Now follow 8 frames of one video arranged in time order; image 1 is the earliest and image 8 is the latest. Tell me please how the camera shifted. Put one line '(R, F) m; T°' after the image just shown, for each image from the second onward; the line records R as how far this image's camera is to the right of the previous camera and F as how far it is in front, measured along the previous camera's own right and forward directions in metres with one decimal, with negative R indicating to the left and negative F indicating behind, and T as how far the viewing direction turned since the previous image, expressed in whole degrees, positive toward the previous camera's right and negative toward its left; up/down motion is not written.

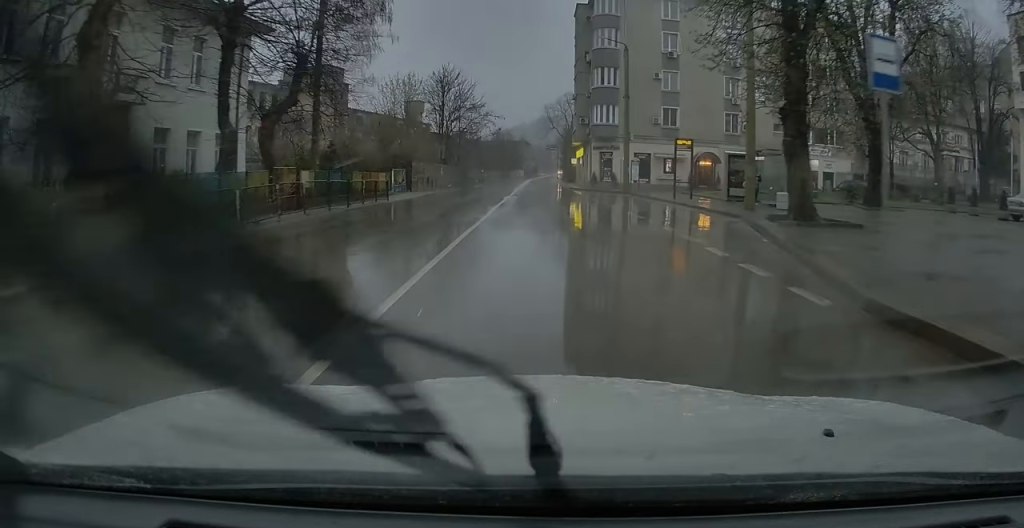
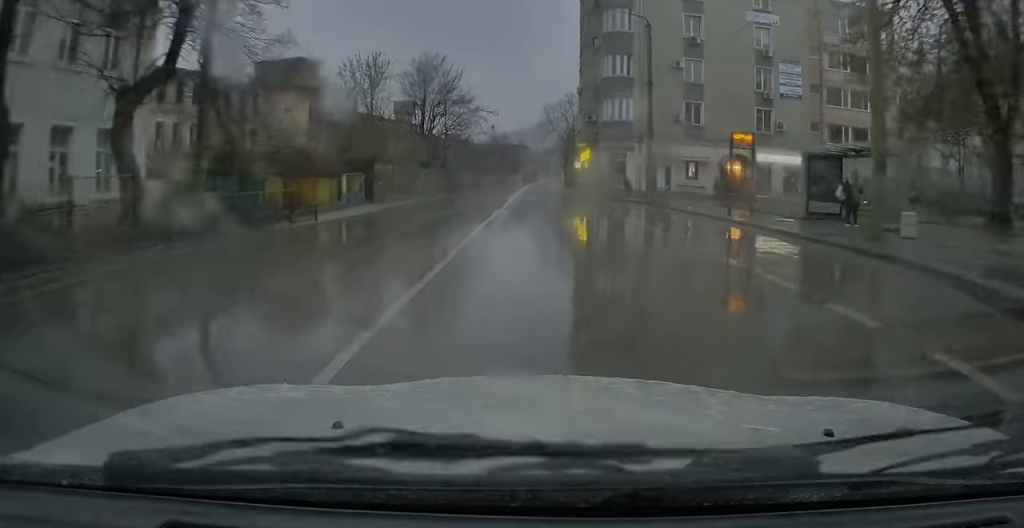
(0.0, +9.4) m; 0°
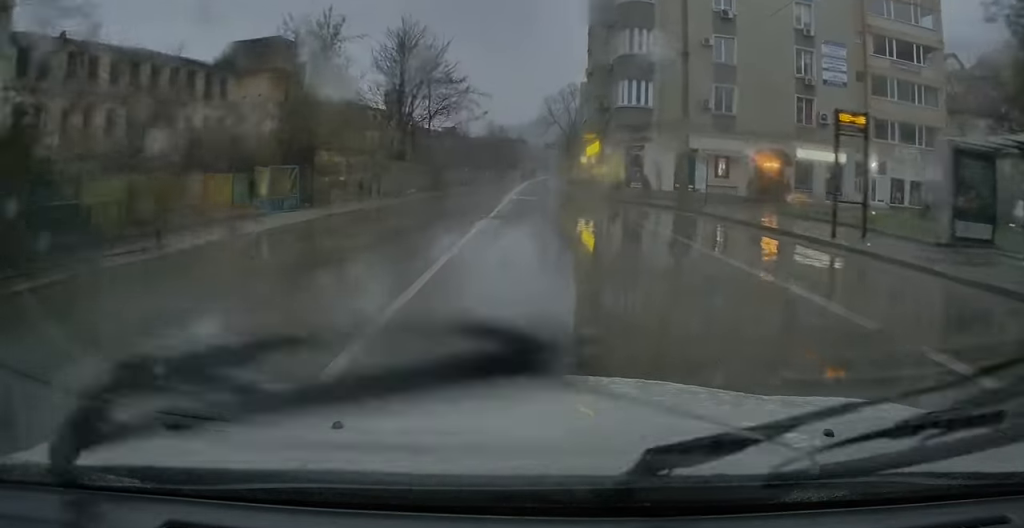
(0.0, +9.1) m; 0°
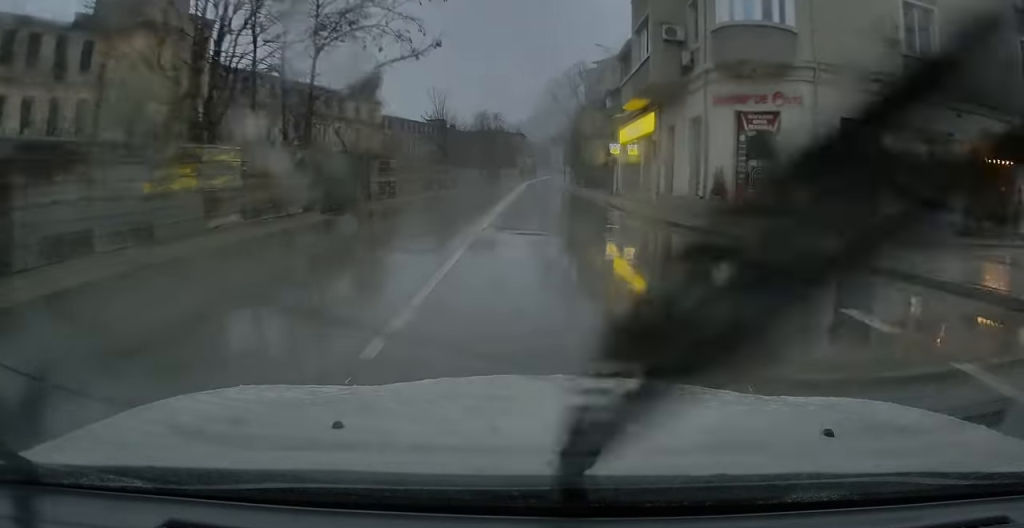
(+0.2, +26.1) m; +1°
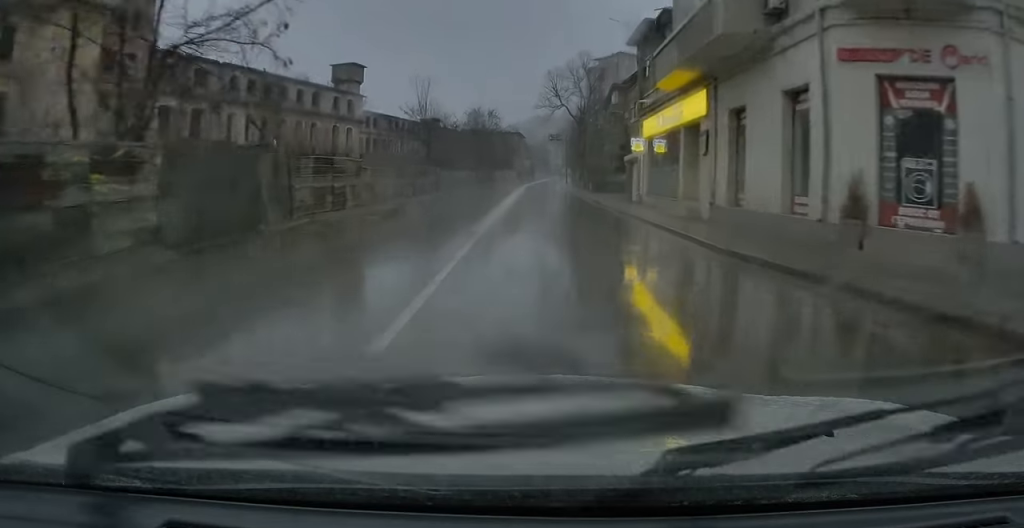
(0.0, +9.2) m; 0°
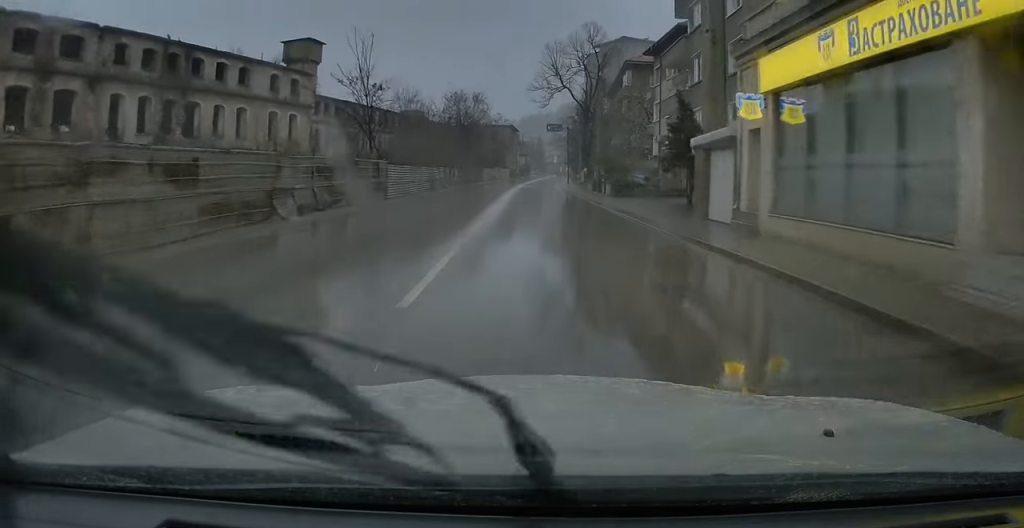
(0.0, +17.1) m; 0°
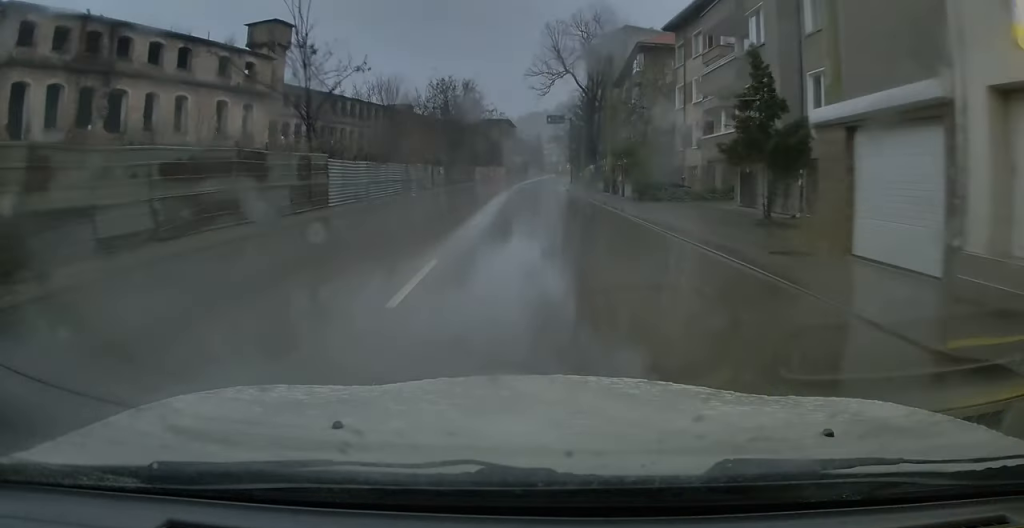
(0.0, +9.6) m; 0°
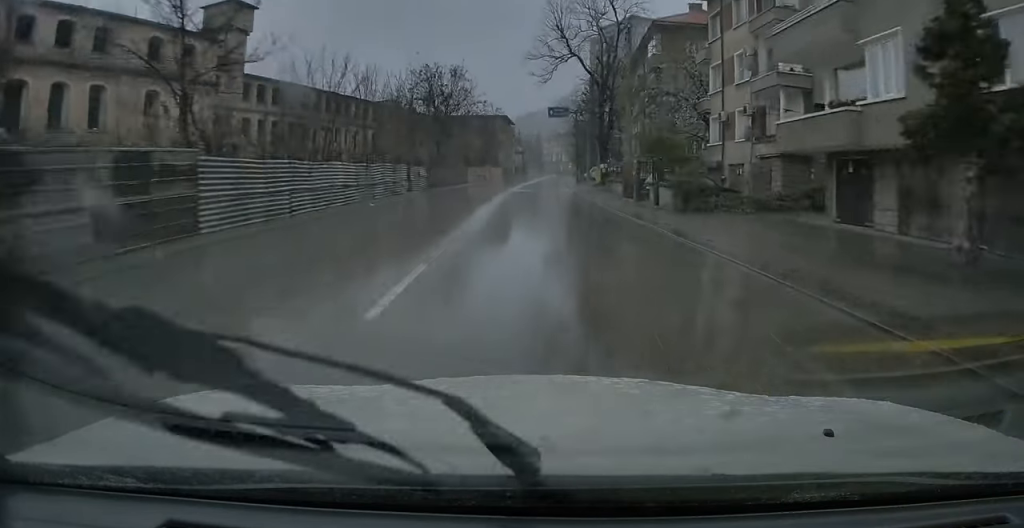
(0.0, +9.2) m; 0°
